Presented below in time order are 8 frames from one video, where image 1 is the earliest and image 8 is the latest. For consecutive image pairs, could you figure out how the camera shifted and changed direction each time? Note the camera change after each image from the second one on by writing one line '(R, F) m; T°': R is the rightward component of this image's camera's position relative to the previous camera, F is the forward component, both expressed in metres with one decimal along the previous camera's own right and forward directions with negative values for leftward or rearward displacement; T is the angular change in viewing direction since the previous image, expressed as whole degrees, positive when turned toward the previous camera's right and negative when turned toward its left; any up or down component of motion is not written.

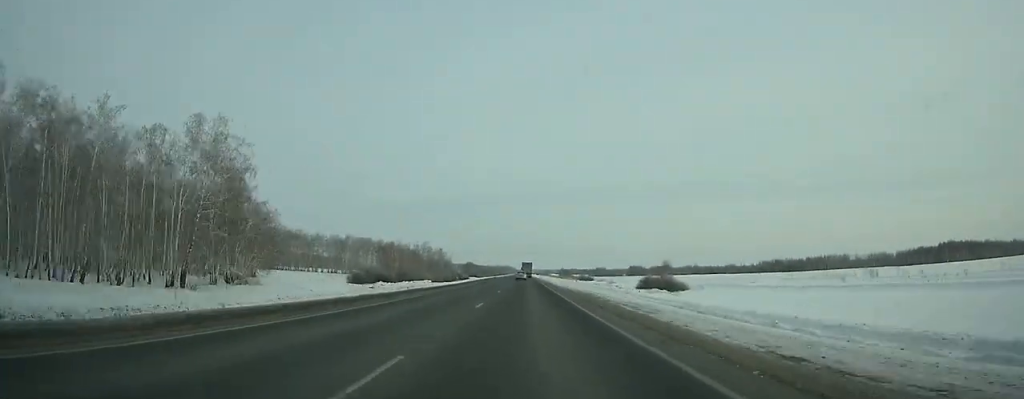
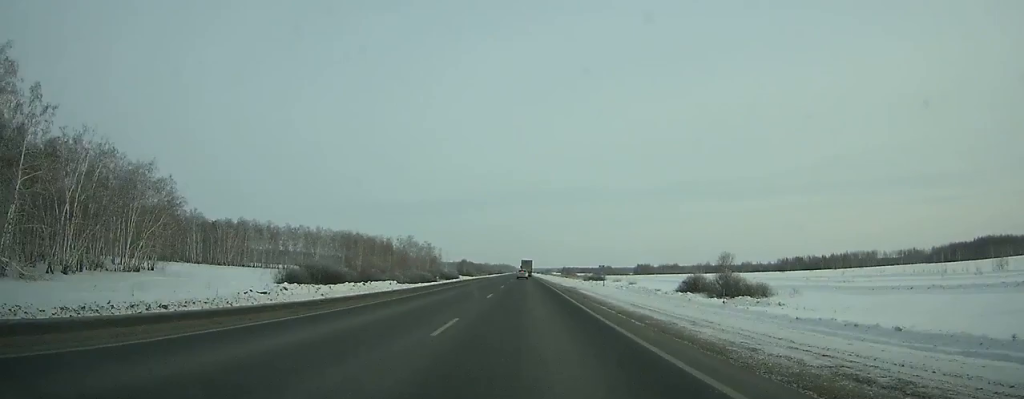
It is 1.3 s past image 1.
(+0.1, +39.4) m; 0°
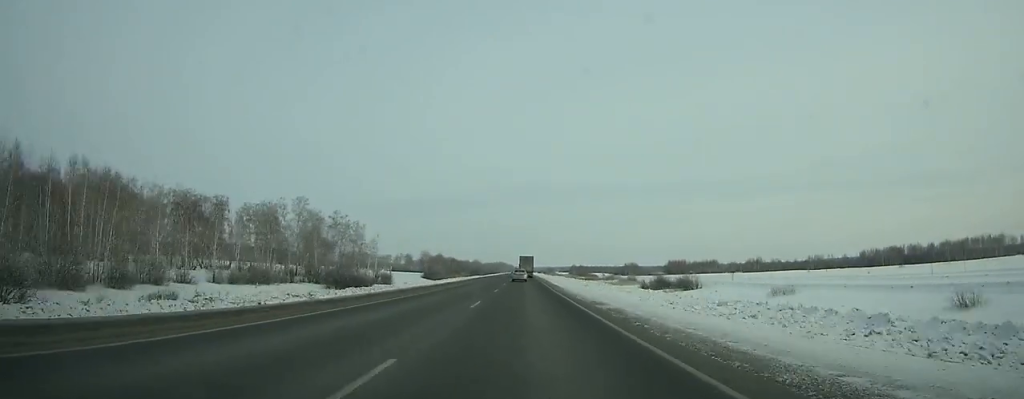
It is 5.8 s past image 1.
(+0.2, +133.0) m; 0°
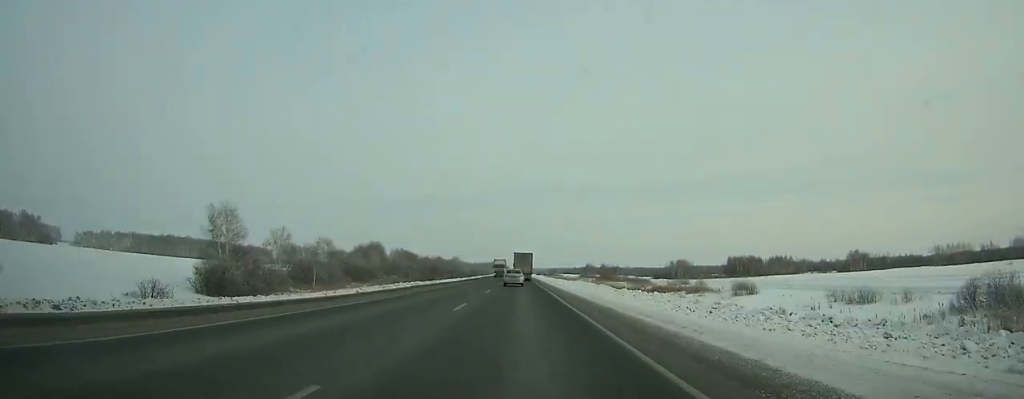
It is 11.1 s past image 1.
(0.0, +146.4) m; 0°
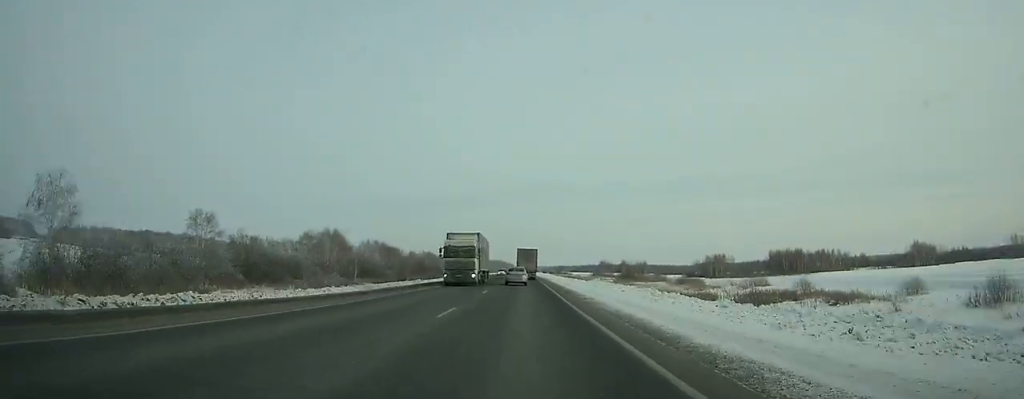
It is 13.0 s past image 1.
(0.0, +50.0) m; 0°
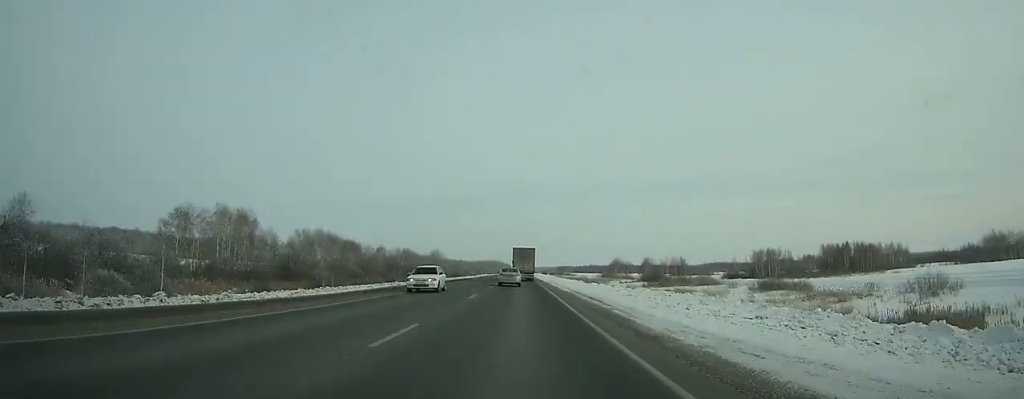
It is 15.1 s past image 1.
(0.0, +55.0) m; 0°
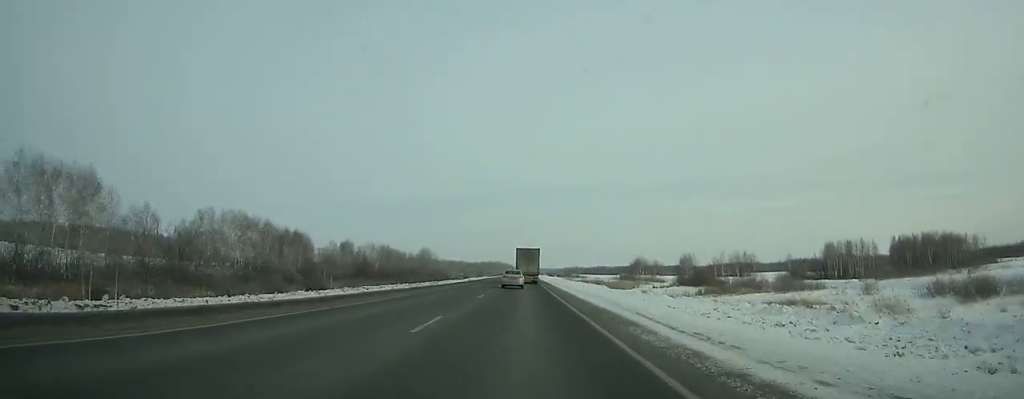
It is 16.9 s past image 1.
(-0.1, +47.0) m; 0°
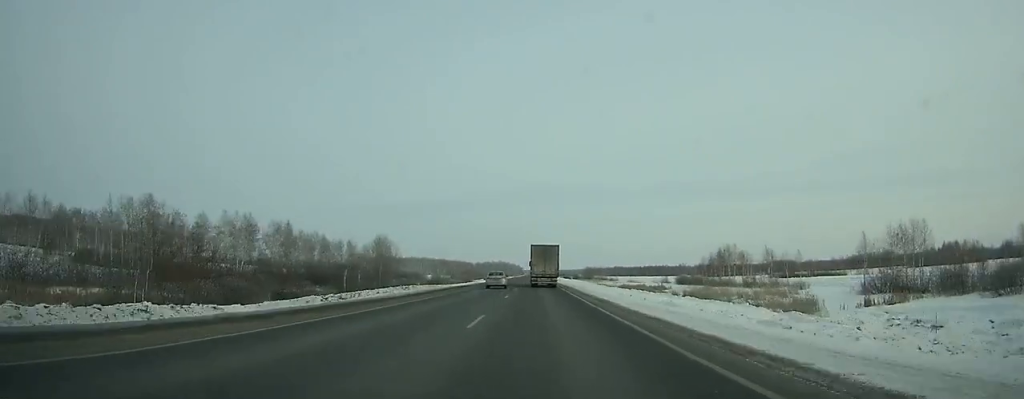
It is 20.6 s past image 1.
(-0.8, +99.3) m; -1°
